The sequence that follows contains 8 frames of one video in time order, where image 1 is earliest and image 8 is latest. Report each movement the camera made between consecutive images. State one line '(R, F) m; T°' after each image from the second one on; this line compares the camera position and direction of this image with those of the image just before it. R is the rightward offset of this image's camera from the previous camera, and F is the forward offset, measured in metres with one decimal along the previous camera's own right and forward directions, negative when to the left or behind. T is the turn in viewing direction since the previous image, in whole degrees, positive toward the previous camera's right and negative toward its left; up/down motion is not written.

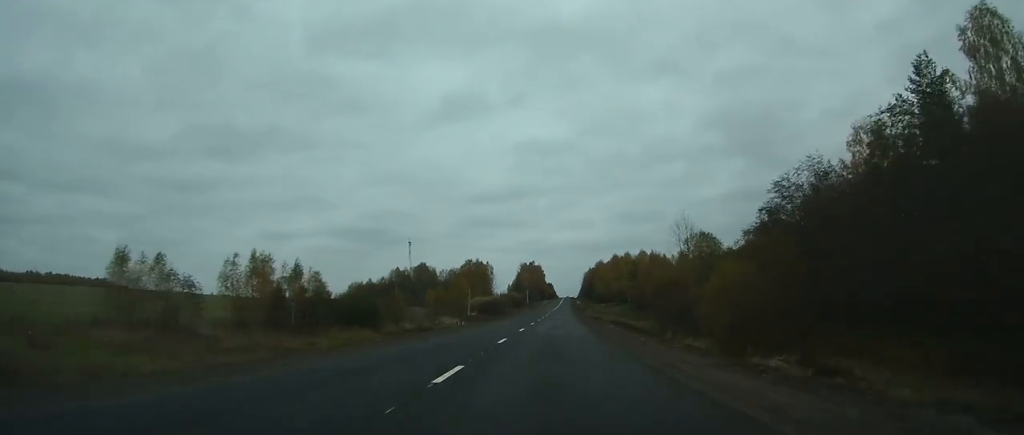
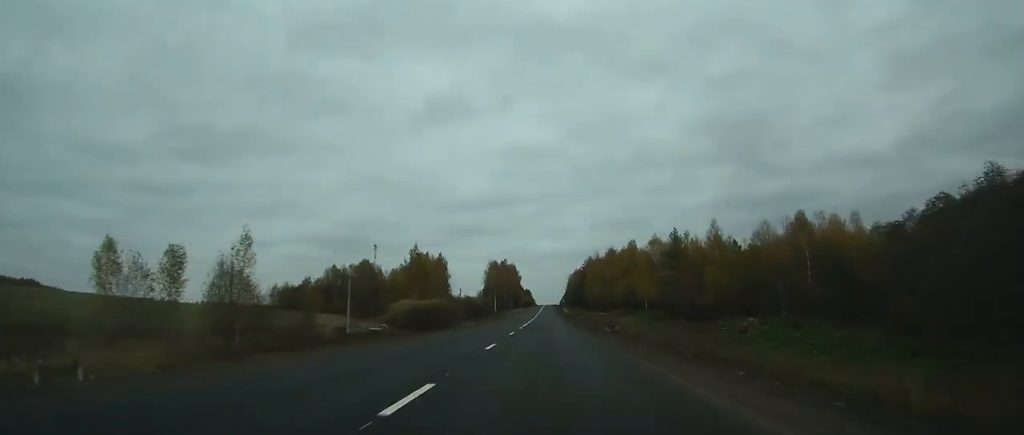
(+1.5, +90.6) m; +2°
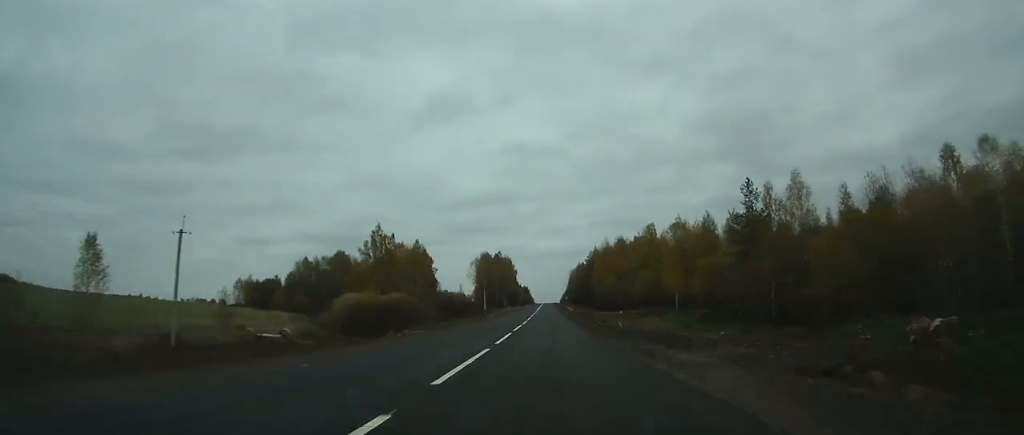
(+0.1, +39.2) m; 0°
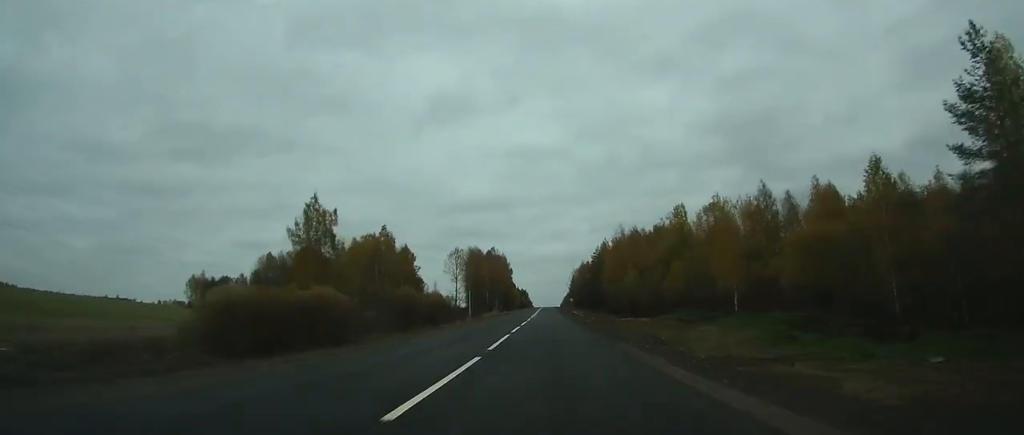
(0.0, +38.1) m; 0°
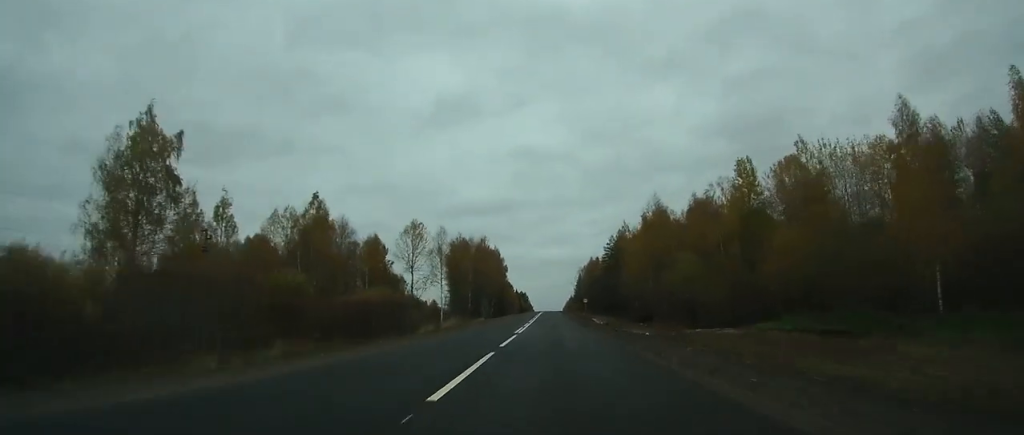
(+0.1, +45.2) m; 0°
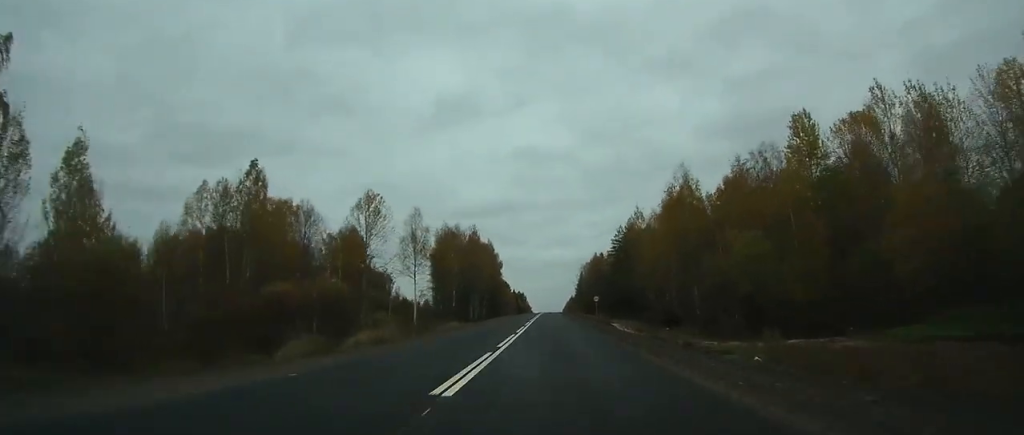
(0.0, +23.0) m; 0°
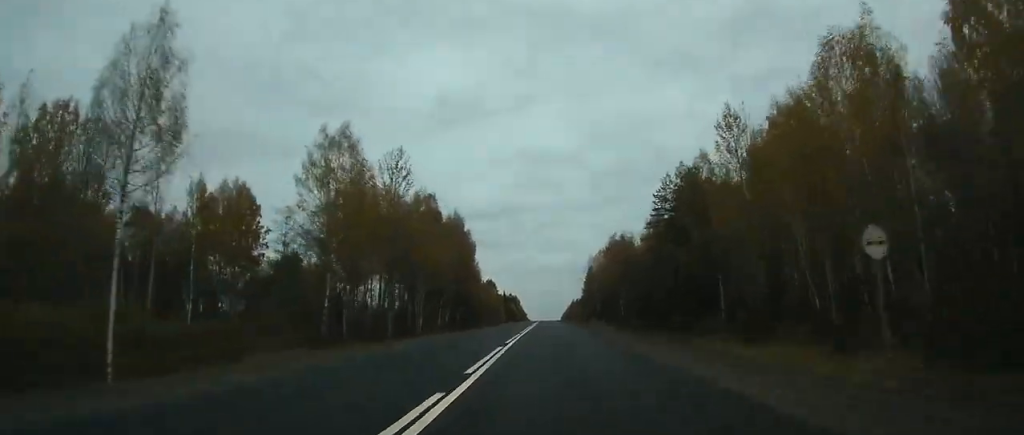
(+0.2, +72.5) m; 0°
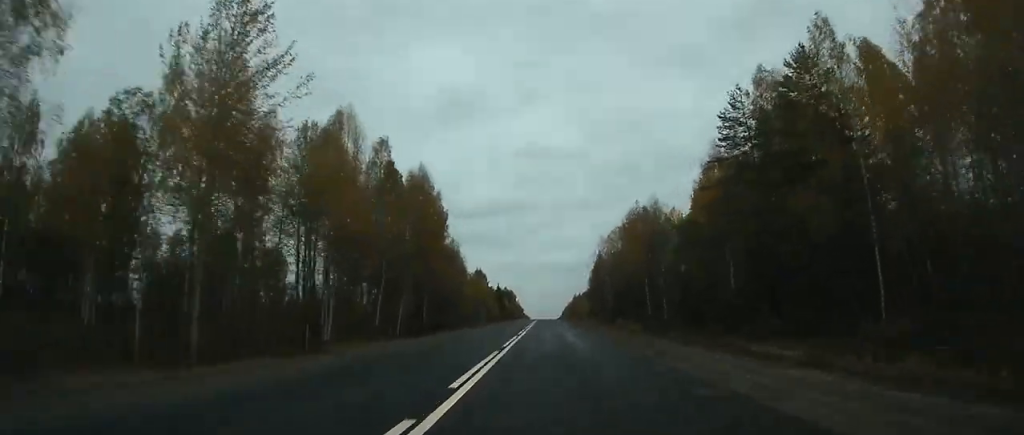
(0.0, +40.0) m; 0°
